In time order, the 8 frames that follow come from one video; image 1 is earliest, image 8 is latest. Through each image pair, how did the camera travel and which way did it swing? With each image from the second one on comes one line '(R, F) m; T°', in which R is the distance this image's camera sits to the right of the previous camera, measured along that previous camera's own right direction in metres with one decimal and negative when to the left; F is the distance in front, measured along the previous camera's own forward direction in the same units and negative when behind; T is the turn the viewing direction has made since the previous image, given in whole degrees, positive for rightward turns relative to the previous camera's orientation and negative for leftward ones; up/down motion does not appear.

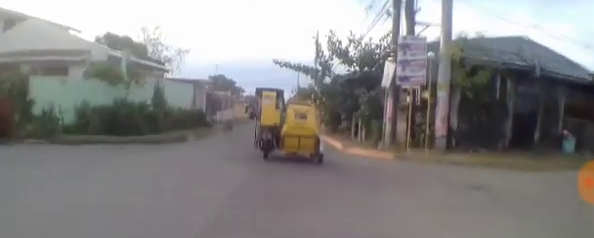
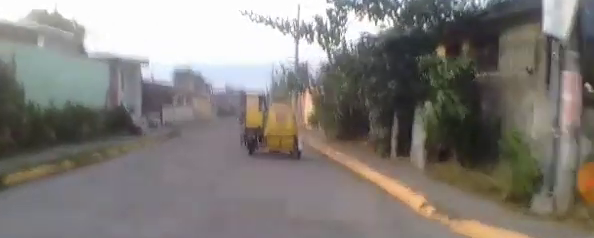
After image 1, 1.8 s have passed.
(-0.1, +8.6) m; -5°
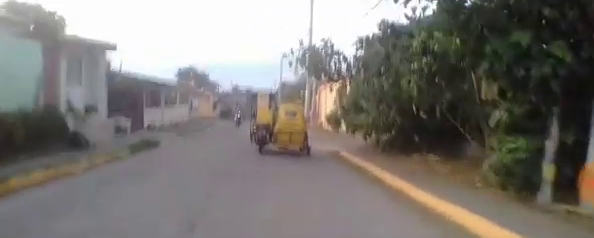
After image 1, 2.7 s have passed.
(-0.2, +5.3) m; -1°
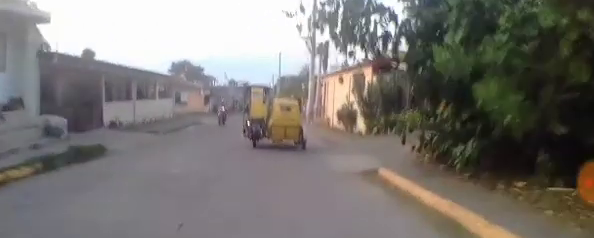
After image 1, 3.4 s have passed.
(+0.2, +3.9) m; 0°
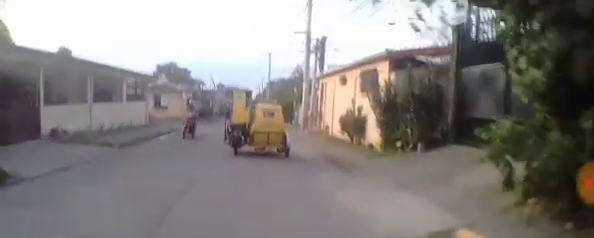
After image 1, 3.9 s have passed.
(-0.1, +2.8) m; +1°
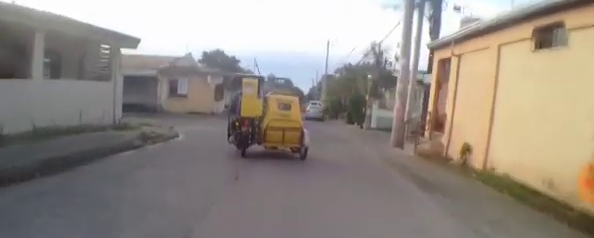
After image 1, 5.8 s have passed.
(+0.5, +8.3) m; +7°
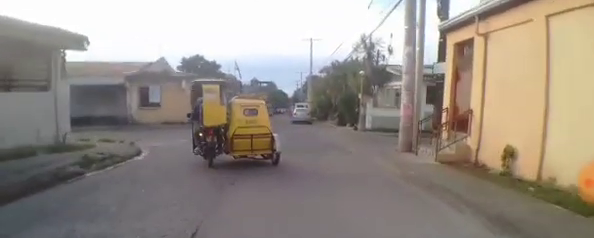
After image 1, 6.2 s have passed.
(0.0, +1.6) m; +1°
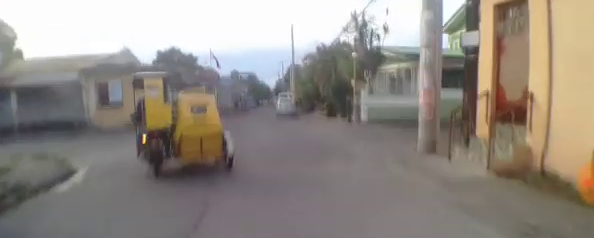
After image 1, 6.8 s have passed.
(0.0, +1.7) m; +6°
